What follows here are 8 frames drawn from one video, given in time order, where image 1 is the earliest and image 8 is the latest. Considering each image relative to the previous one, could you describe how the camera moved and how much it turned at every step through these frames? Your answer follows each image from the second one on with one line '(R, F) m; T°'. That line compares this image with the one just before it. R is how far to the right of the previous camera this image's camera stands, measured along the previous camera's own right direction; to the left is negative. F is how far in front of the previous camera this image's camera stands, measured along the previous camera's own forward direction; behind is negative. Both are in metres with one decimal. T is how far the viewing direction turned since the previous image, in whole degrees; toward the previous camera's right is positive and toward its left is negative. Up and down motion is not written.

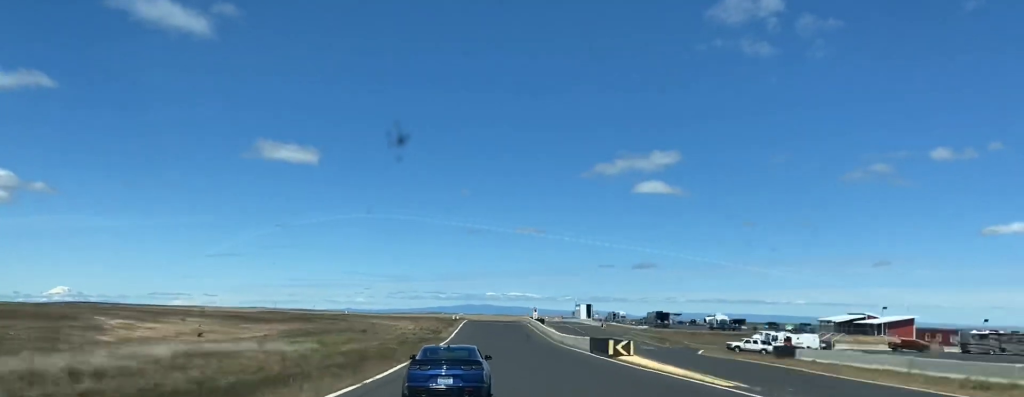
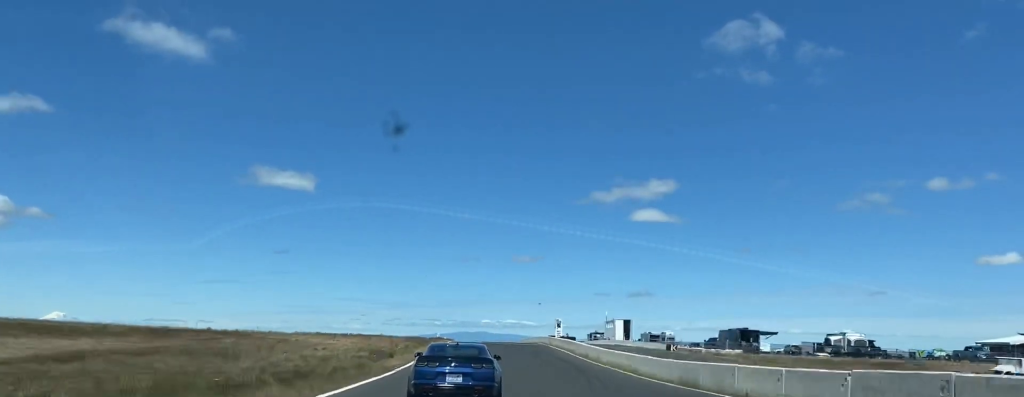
(-0.1, +49.5) m; 0°
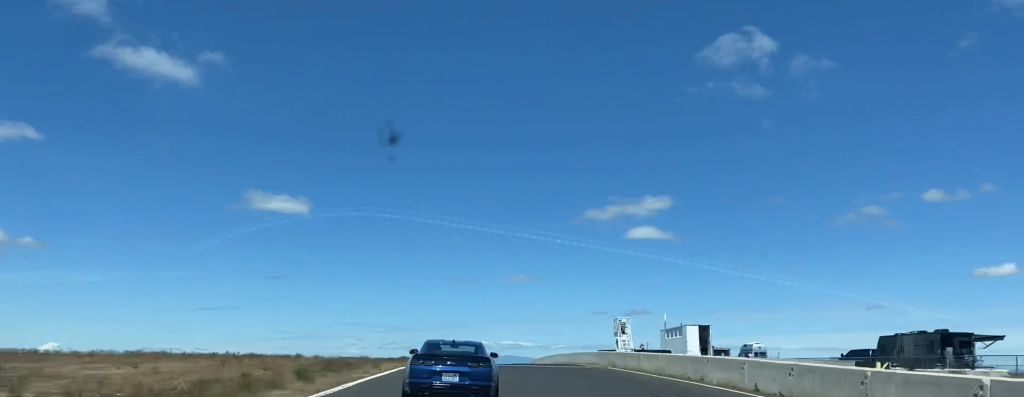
(0.0, +42.8) m; 0°
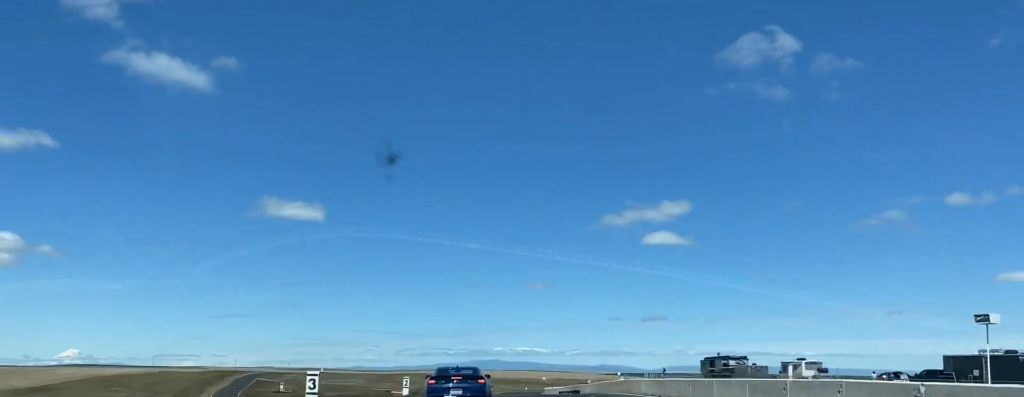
(-0.6, +63.2) m; -1°
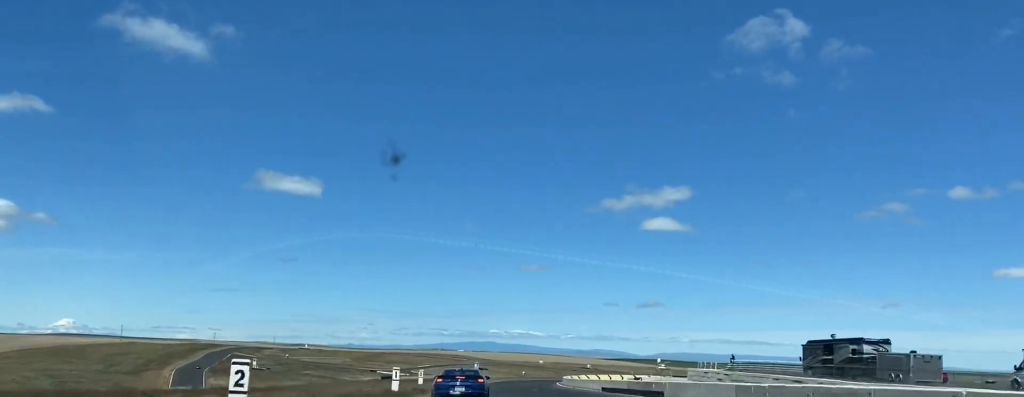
(+0.1, +40.3) m; 0°
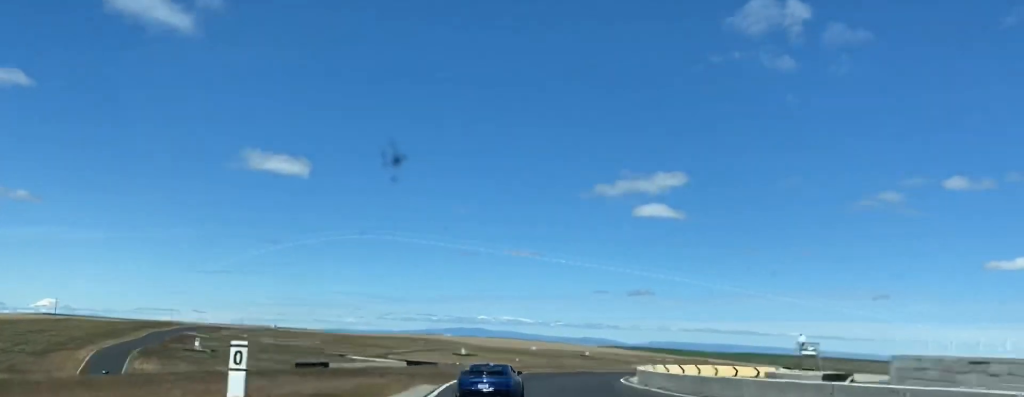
(+0.6, +57.1) m; +2°
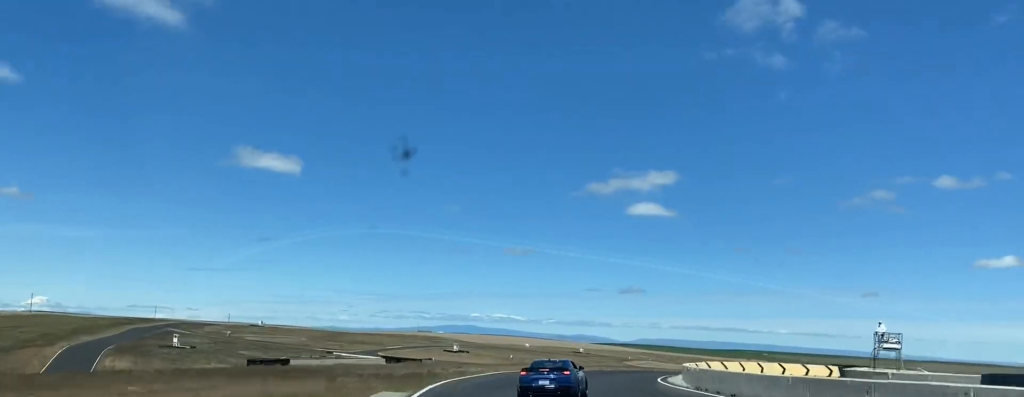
(-0.2, +15.6) m; +2°
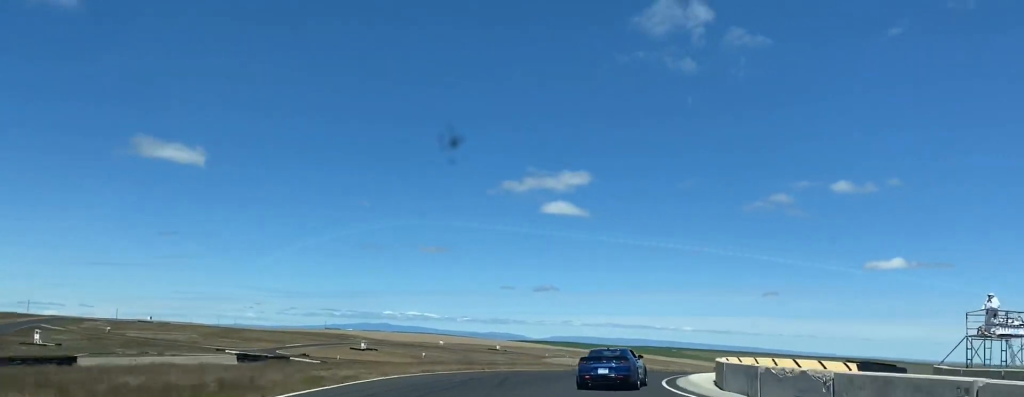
(+0.9, +22.6) m; +7°
